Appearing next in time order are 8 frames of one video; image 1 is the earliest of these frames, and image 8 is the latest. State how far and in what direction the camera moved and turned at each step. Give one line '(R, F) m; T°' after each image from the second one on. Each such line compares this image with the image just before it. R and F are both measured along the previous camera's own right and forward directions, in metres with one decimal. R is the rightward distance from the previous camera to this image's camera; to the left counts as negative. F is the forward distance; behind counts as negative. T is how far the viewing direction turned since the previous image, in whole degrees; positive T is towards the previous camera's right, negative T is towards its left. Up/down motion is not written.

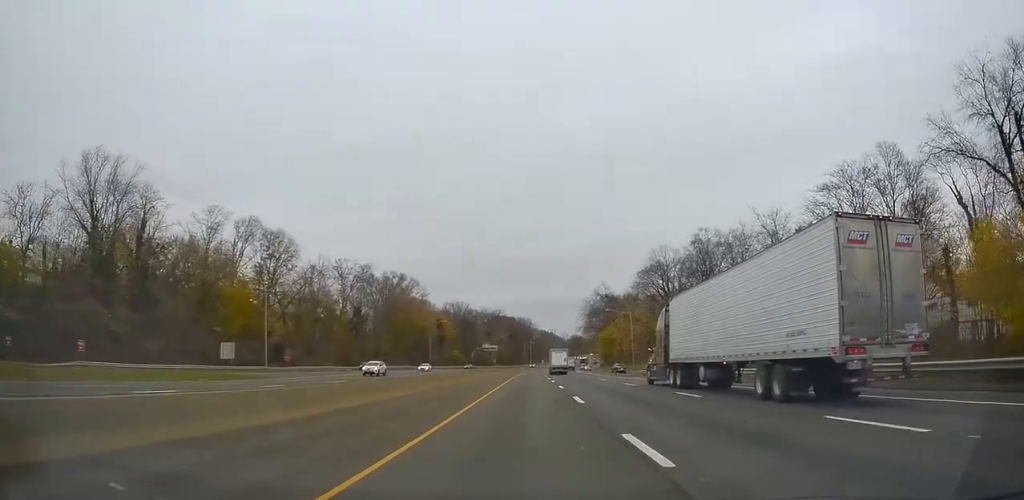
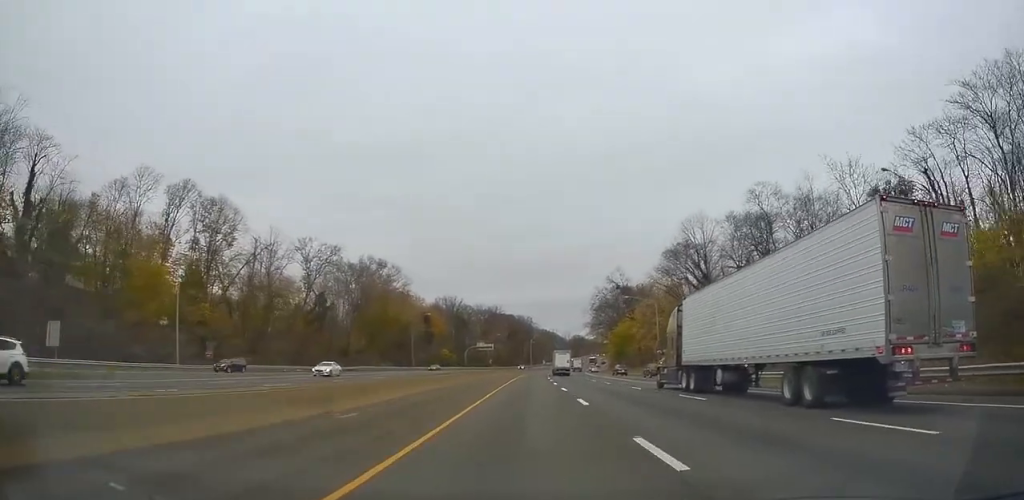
(0.0, +24.0) m; 0°
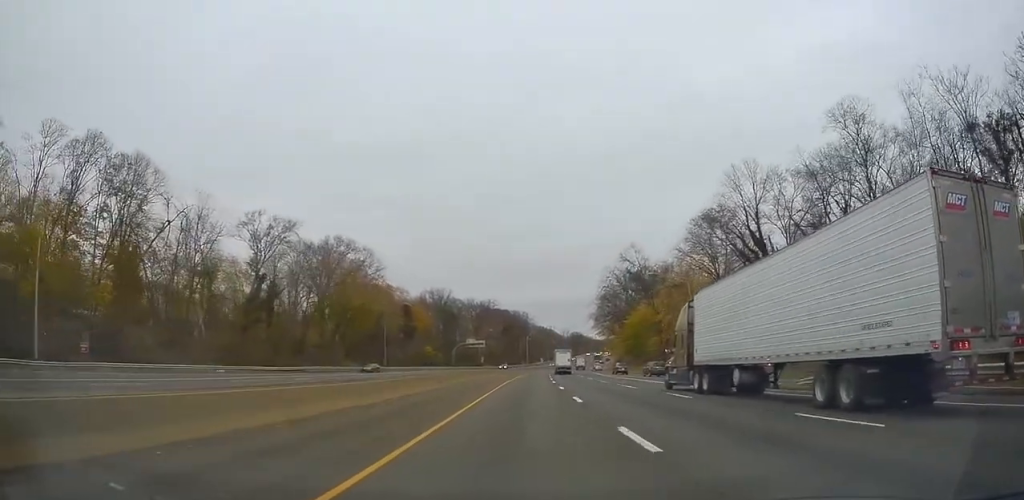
(0.0, +22.3) m; -1°
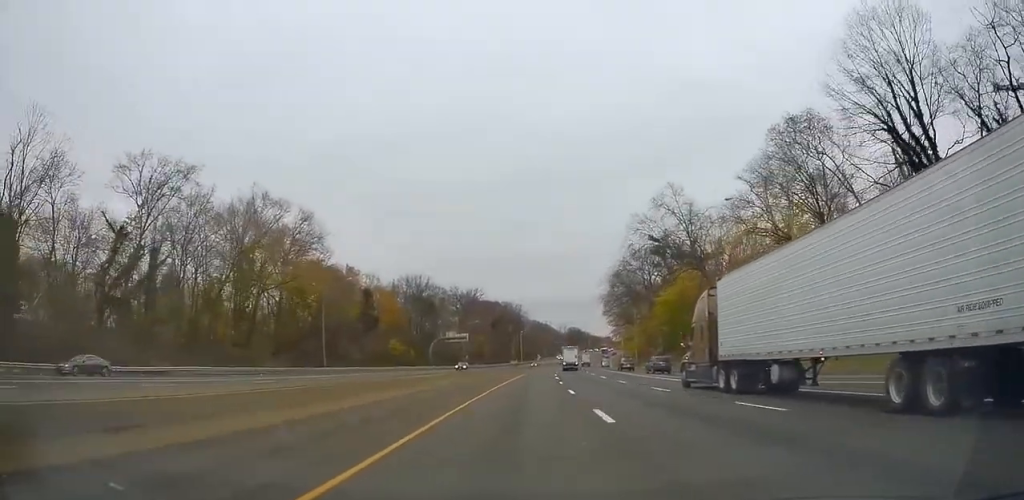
(-0.1, +32.3) m; +1°
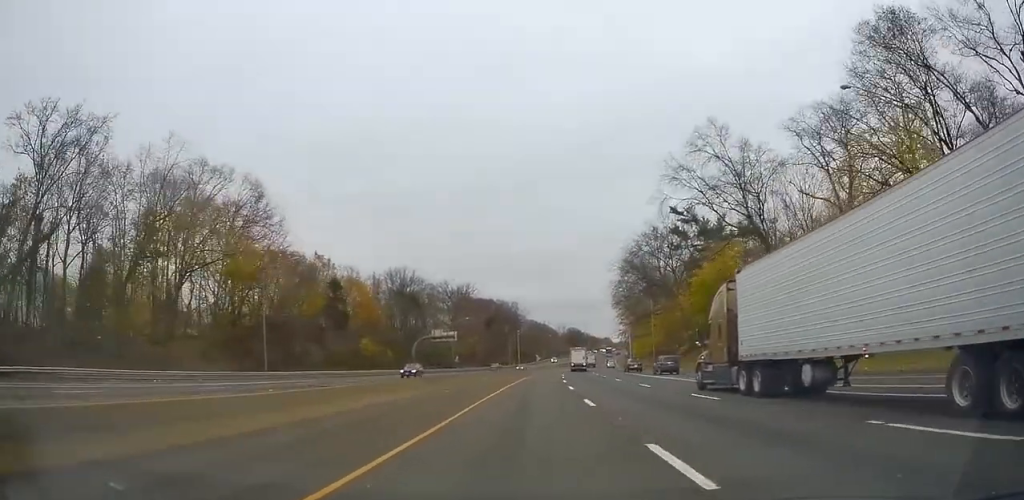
(+0.4, +19.0) m; 0°
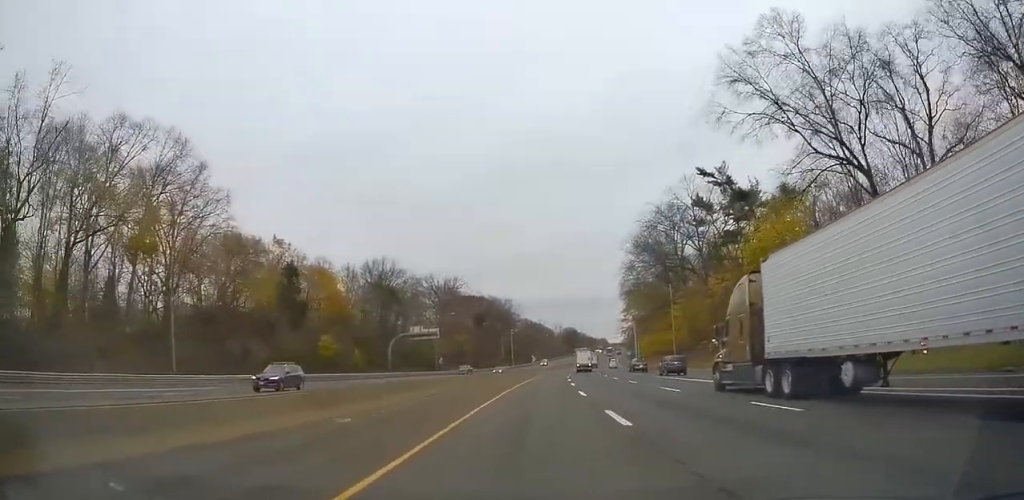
(-0.2, +17.6) m; 0°
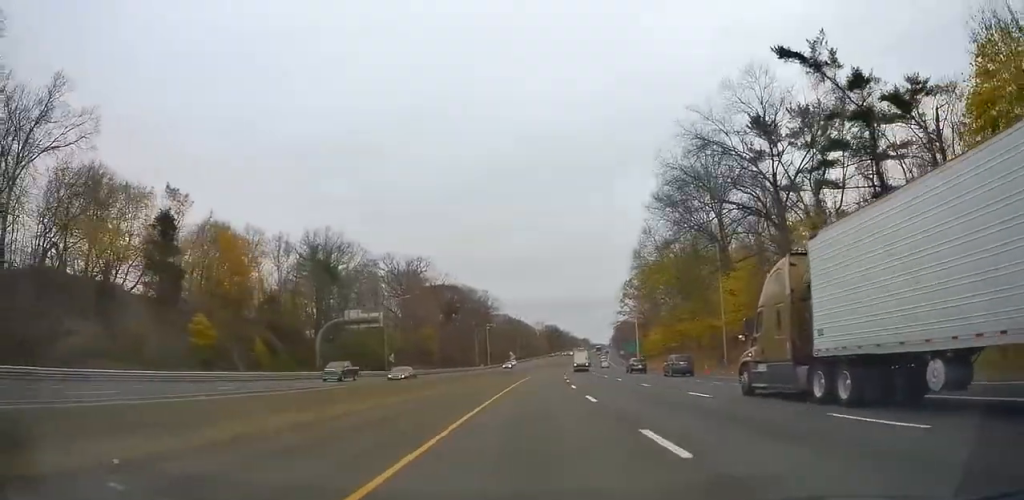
(-0.1, +28.8) m; +1°
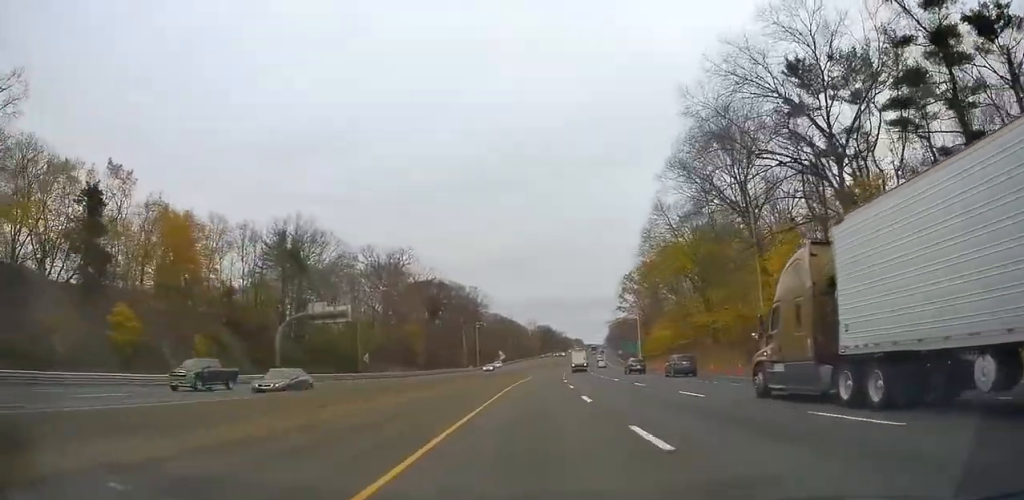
(+0.1, +11.1) m; +1°
